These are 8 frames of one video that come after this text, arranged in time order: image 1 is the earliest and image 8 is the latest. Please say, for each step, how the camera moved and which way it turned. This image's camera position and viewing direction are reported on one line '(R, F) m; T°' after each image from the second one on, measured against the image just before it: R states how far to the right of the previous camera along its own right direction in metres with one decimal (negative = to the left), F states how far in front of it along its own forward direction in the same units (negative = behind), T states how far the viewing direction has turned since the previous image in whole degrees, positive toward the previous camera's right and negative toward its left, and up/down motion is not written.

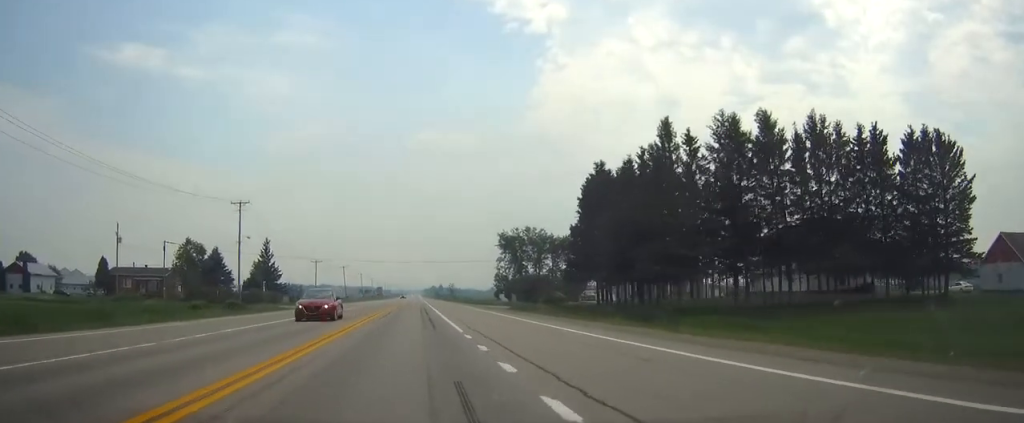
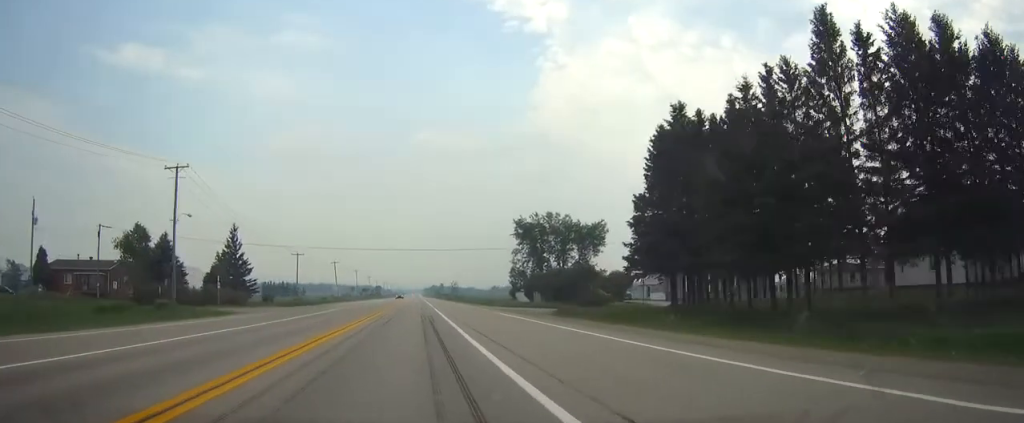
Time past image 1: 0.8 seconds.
(0.0, +22.0) m; 0°
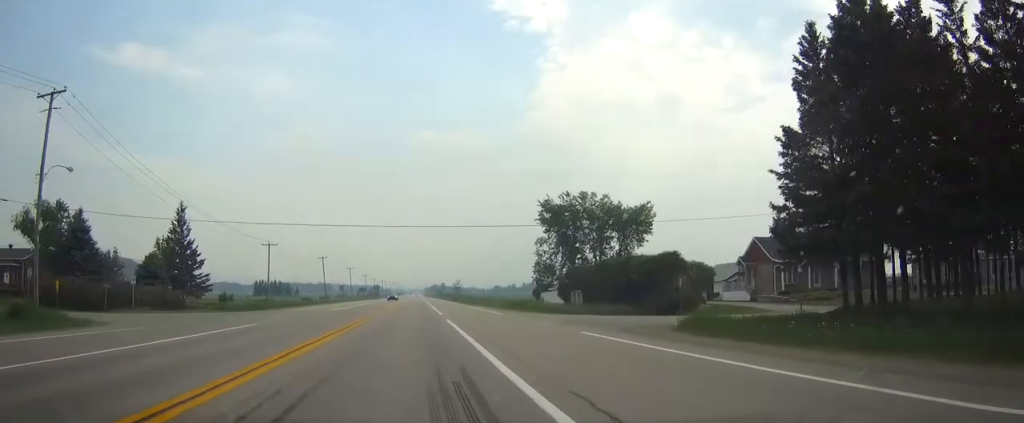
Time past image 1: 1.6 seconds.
(0.0, +22.9) m; 0°
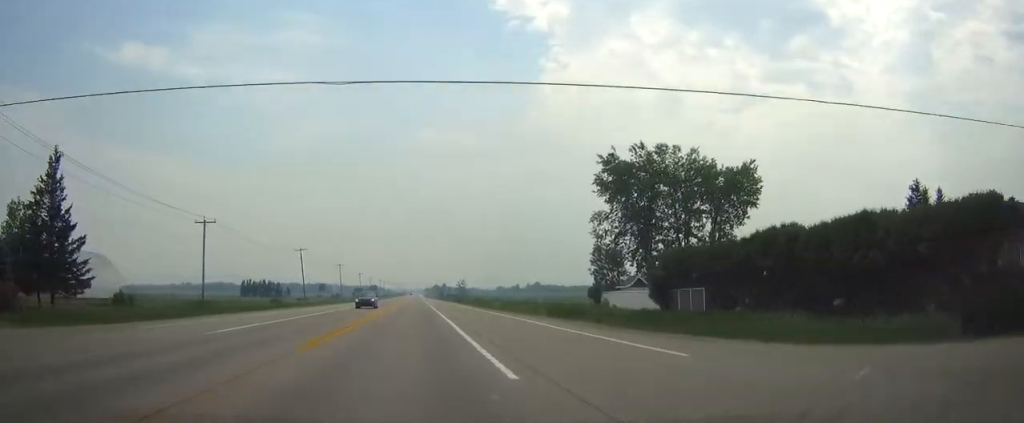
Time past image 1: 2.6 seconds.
(0.0, +29.6) m; 0°
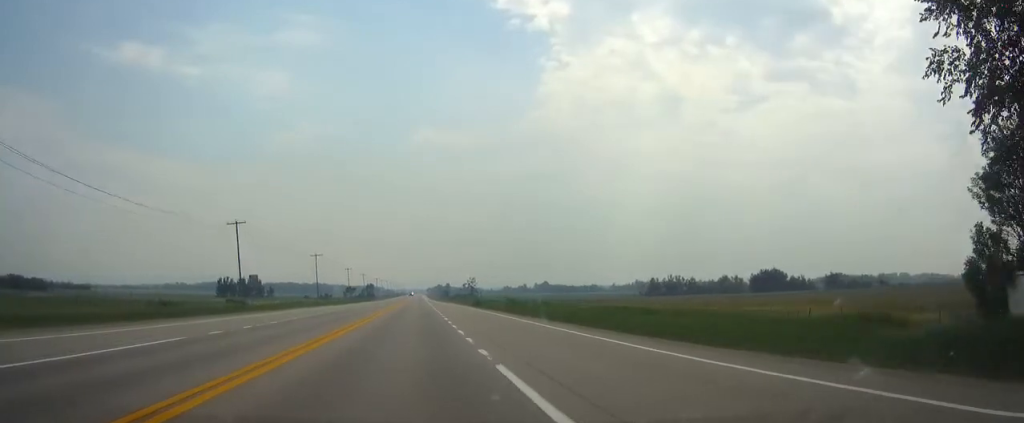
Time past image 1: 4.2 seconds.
(0.0, +46.1) m; 0°
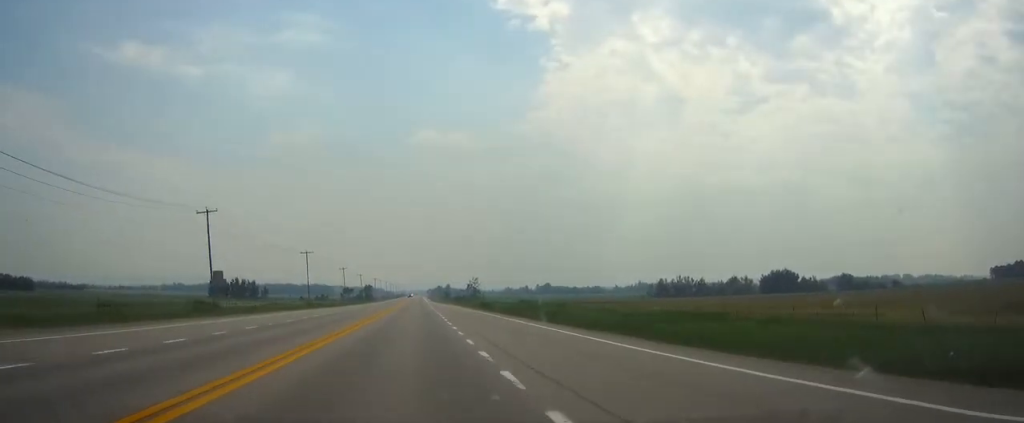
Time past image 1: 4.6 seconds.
(-0.1, +11.6) m; 0°
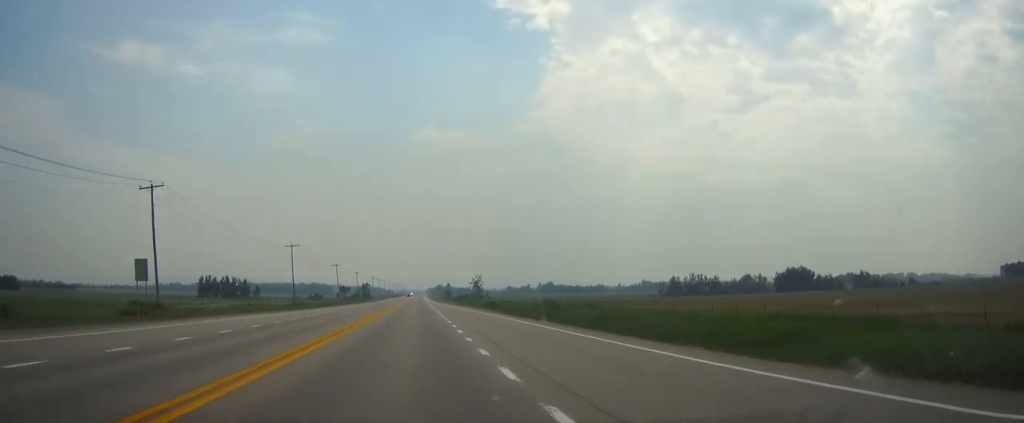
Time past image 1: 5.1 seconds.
(-0.1, +15.4) m; 0°
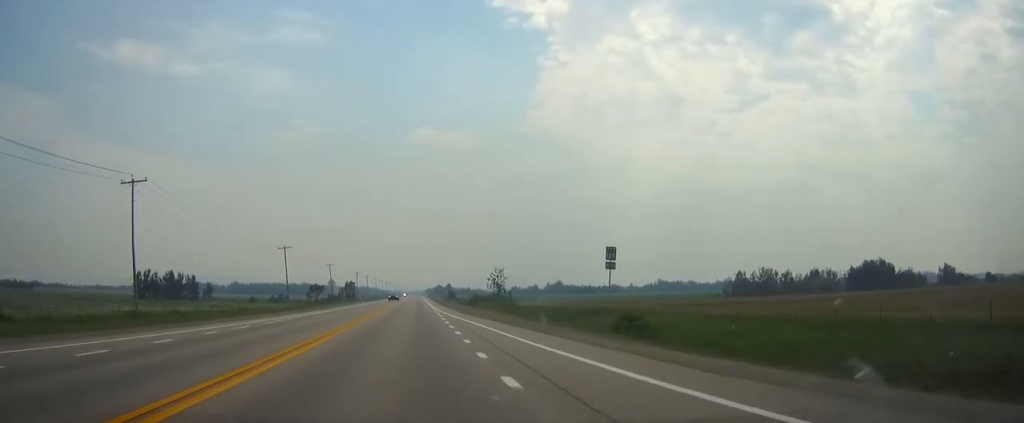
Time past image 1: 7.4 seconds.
(+0.1, +65.6) m; 0°
